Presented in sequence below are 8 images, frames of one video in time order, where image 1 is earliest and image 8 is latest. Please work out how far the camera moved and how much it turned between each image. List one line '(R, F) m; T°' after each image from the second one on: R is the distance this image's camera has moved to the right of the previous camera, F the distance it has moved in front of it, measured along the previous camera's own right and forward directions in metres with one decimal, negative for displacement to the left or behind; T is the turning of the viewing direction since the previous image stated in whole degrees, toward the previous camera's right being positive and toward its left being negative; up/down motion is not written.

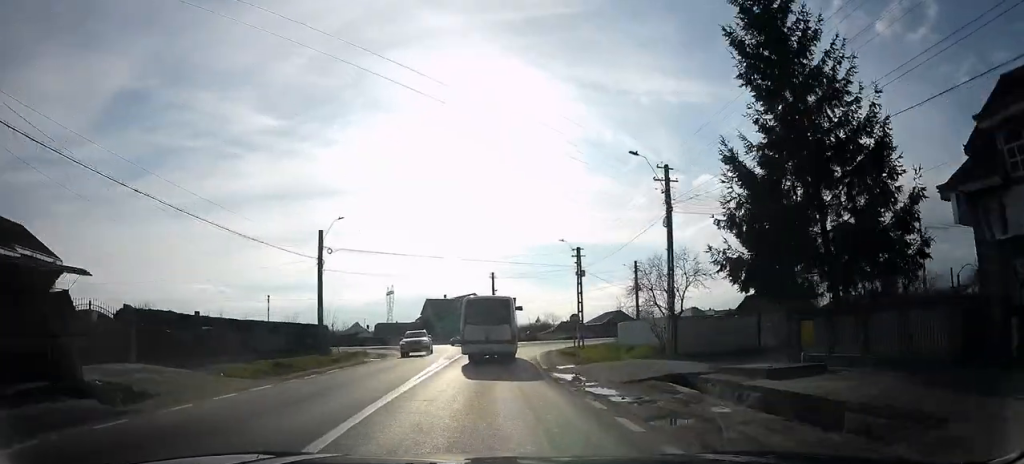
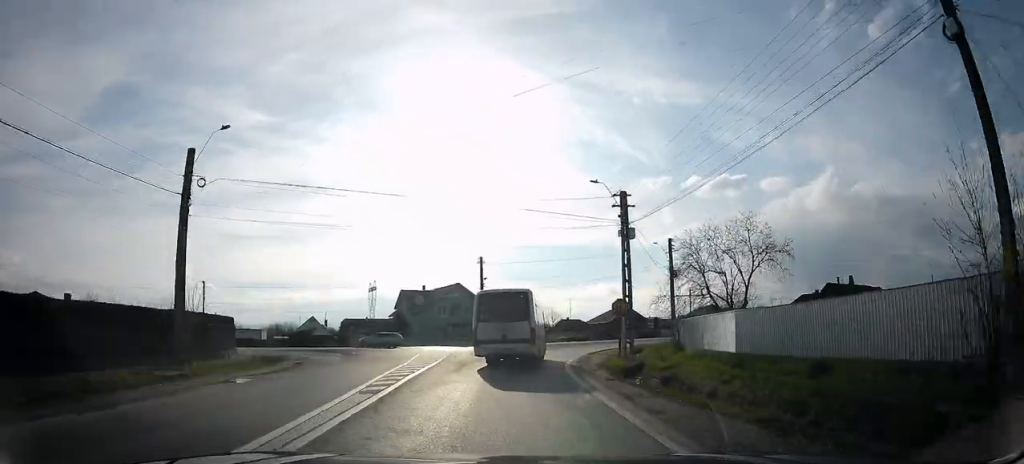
(+0.3, +17.0) m; +1°
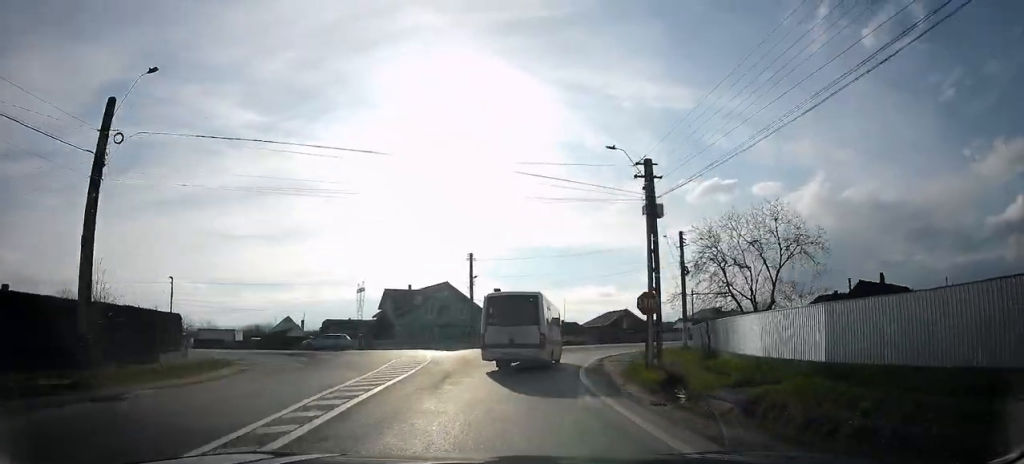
(0.0, +5.6) m; -1°
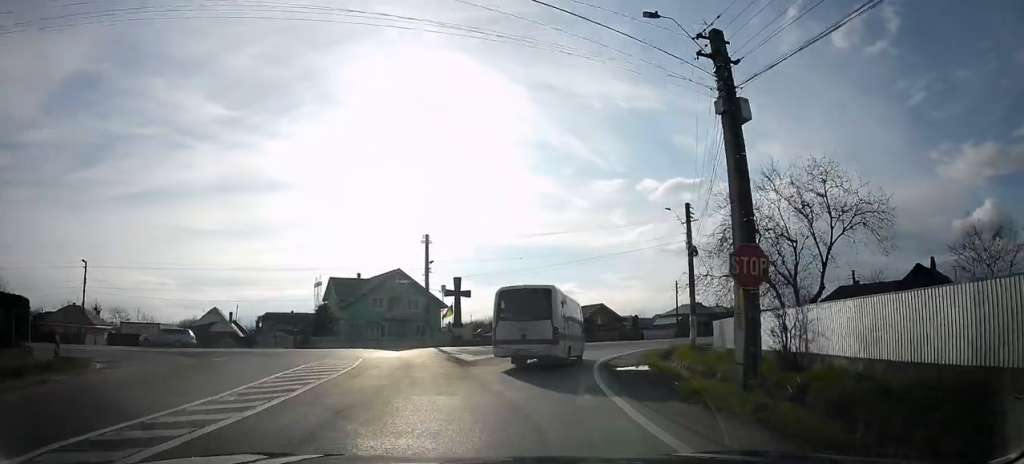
(-0.2, +10.0) m; -3°
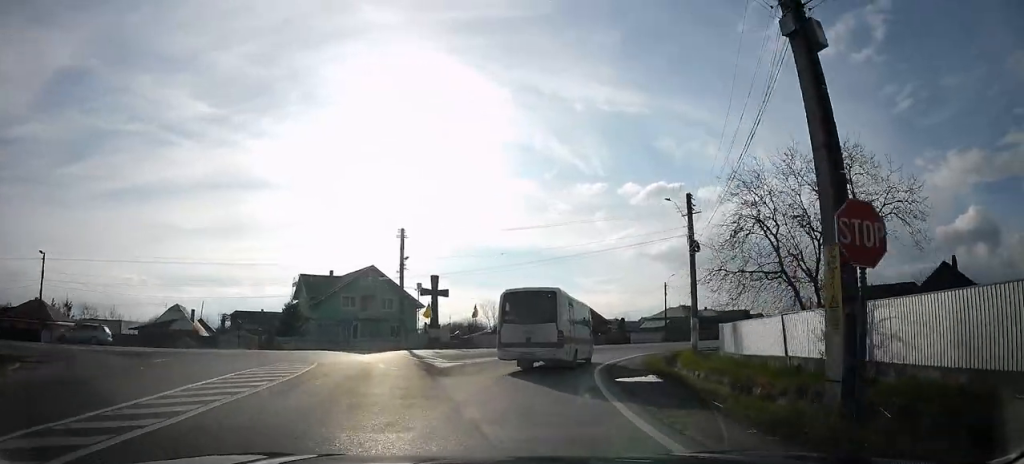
(0.0, +3.9) m; -2°
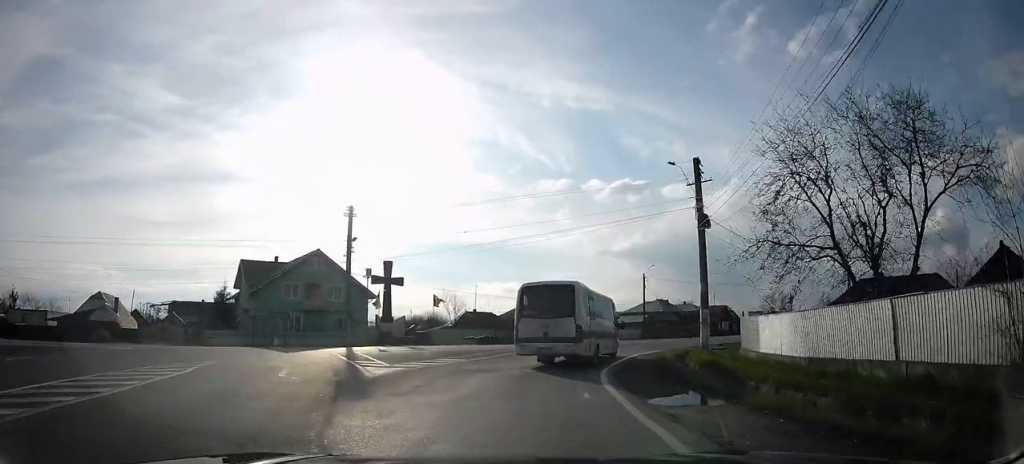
(-0.2, +6.5) m; +7°
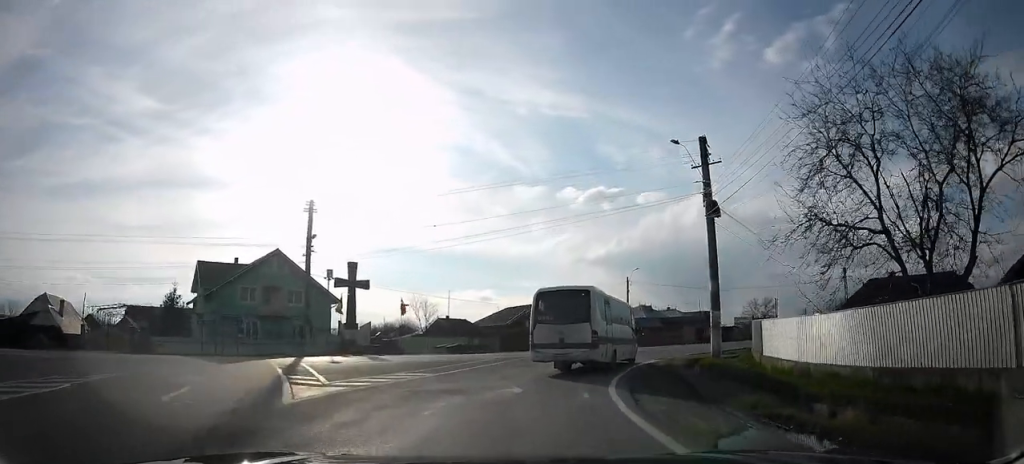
(+0.1, +3.8) m; +5°
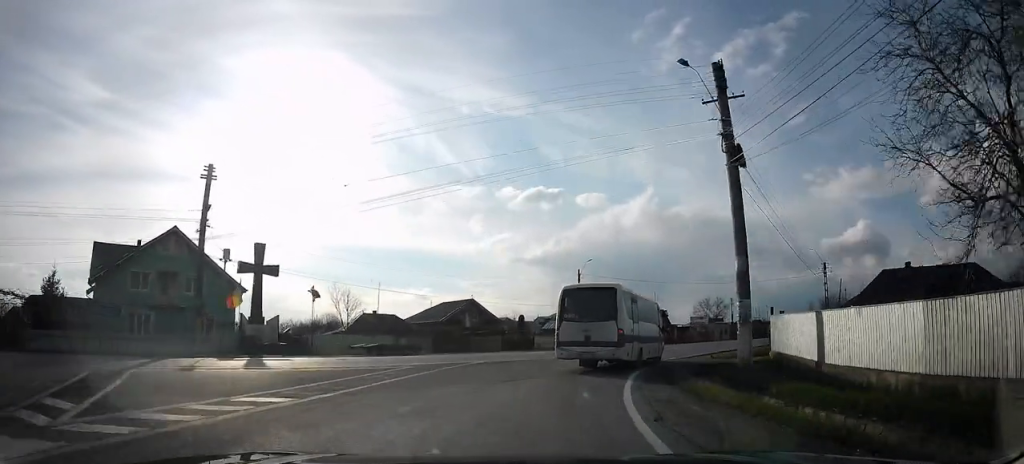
(+1.2, +7.1) m; +10°
